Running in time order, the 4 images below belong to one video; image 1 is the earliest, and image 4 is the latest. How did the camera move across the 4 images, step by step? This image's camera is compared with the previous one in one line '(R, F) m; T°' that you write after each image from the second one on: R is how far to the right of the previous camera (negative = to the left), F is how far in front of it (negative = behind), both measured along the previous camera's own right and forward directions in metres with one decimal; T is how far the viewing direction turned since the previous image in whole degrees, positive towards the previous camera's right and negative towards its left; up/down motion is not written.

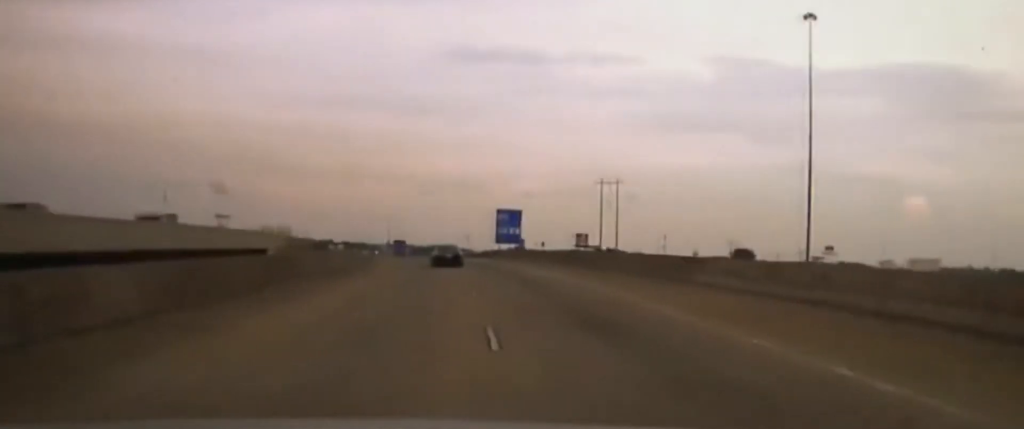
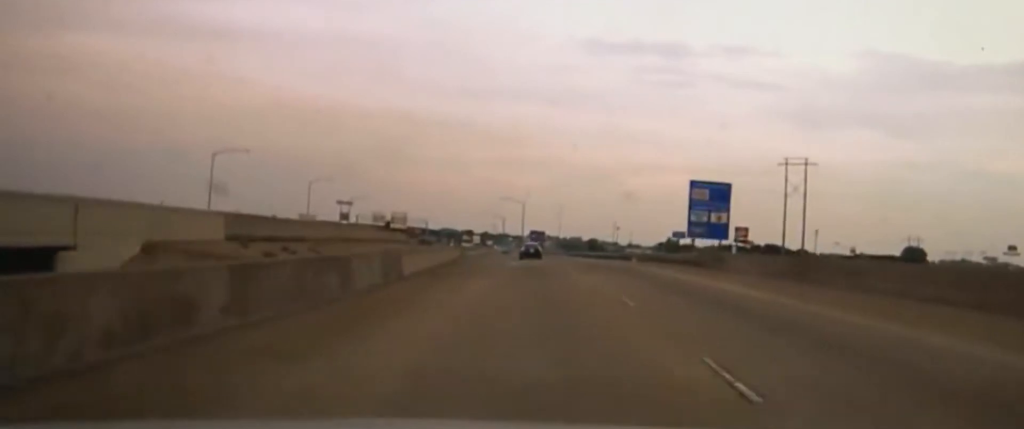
(-1.8, +51.7) m; -7°
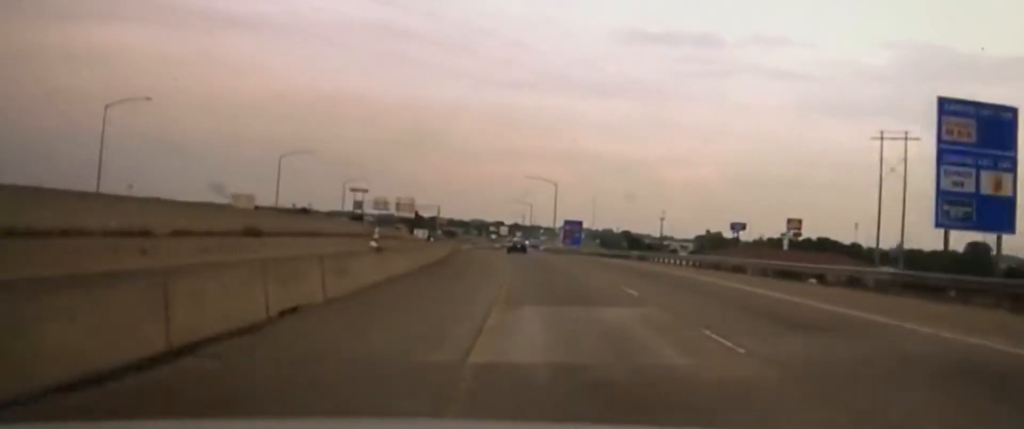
(-2.2, +46.4) m; -3°
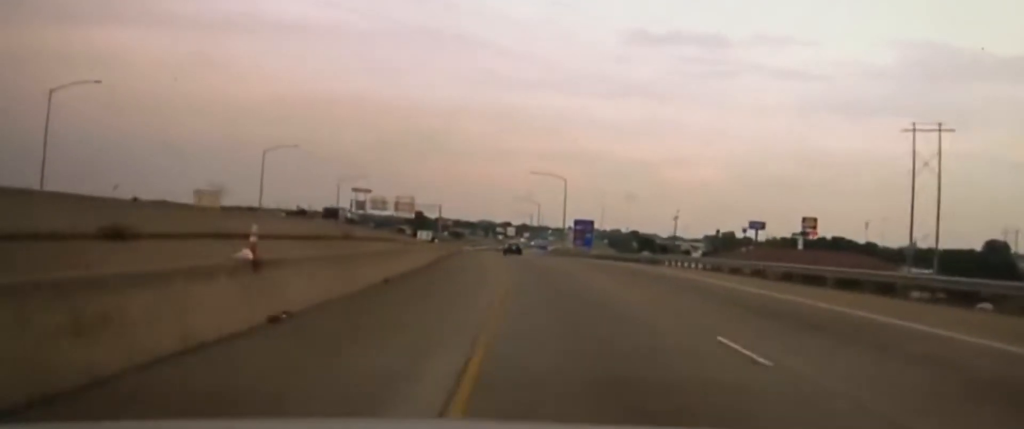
(0.0, +13.6) m; 0°
